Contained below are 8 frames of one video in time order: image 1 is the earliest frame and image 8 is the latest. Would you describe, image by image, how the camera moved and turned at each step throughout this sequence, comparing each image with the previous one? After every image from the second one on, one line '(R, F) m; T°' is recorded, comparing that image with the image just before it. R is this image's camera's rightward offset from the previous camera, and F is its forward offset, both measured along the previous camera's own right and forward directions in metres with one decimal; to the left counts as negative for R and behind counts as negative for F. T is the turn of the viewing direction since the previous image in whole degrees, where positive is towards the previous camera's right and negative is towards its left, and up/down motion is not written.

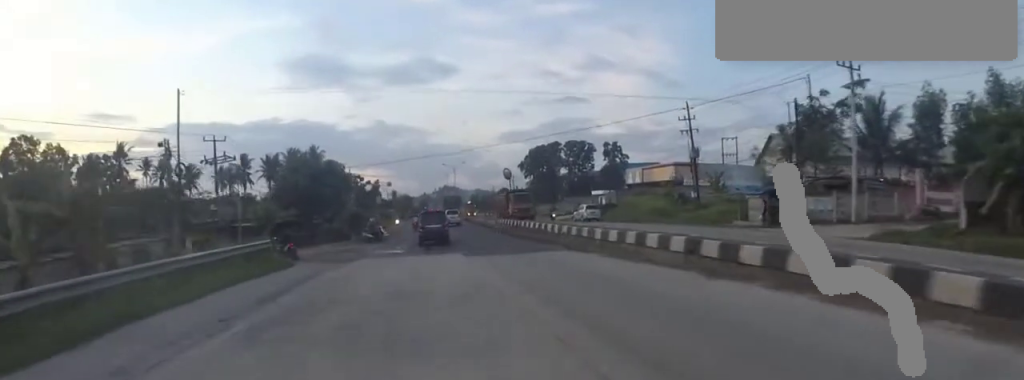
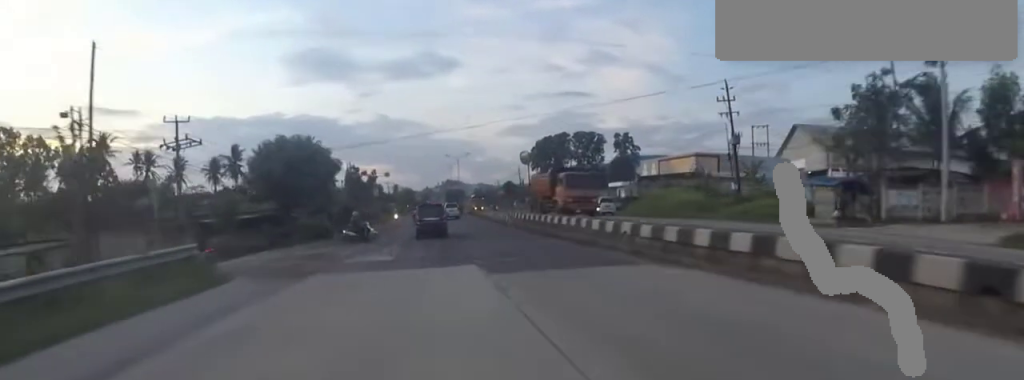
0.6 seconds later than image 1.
(0.0, +6.1) m; 0°
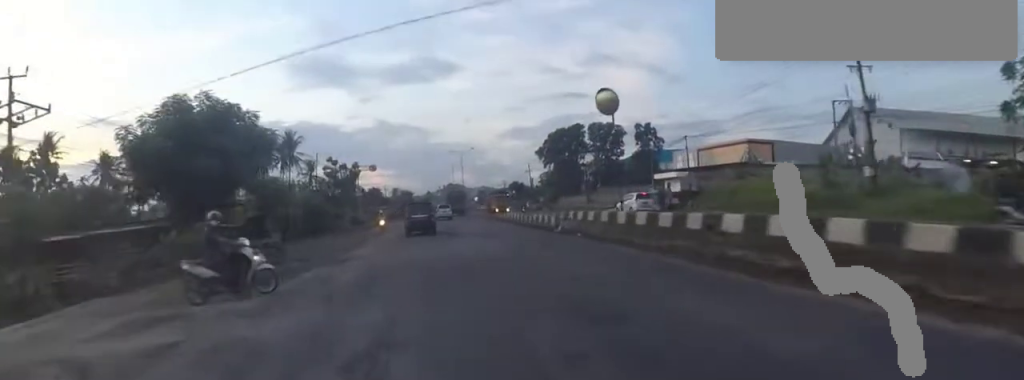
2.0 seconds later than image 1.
(0.0, +13.8) m; -1°
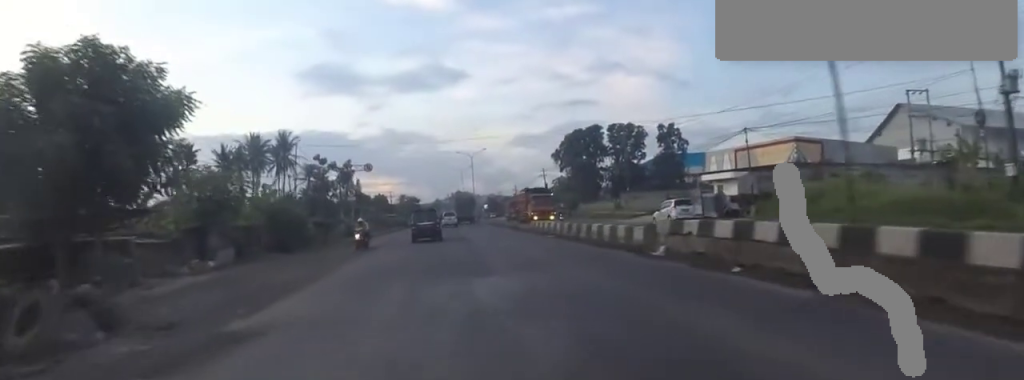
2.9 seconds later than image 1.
(-0.1, +8.1) m; -2°
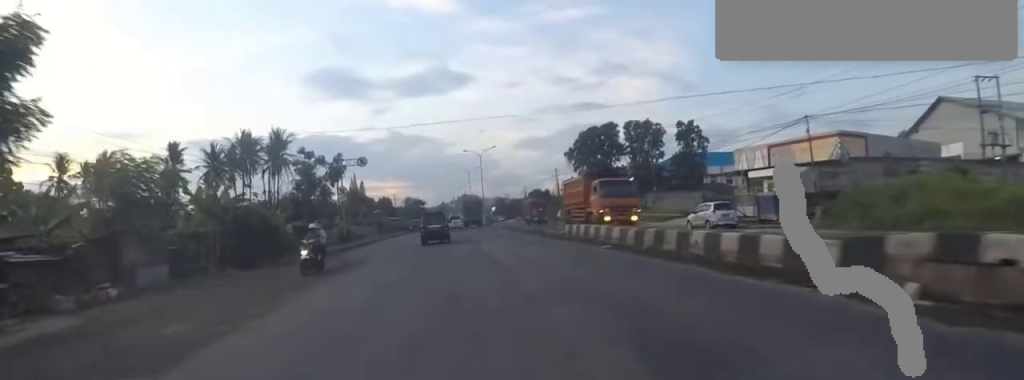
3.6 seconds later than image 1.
(-0.3, +6.0) m; 0°
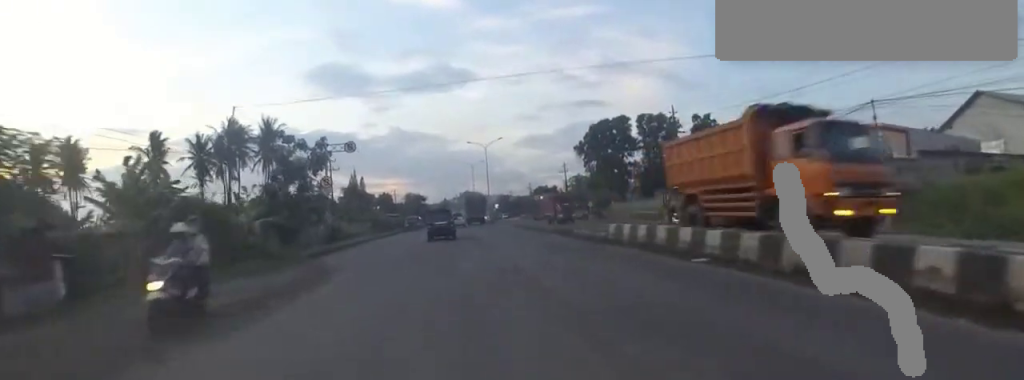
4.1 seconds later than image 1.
(+0.2, +5.3) m; +2°
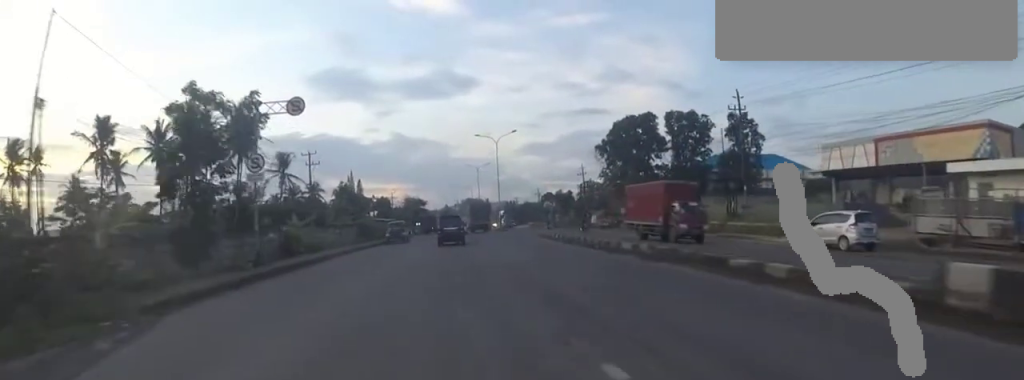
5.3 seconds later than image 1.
(+0.3, +11.3) m; +3°
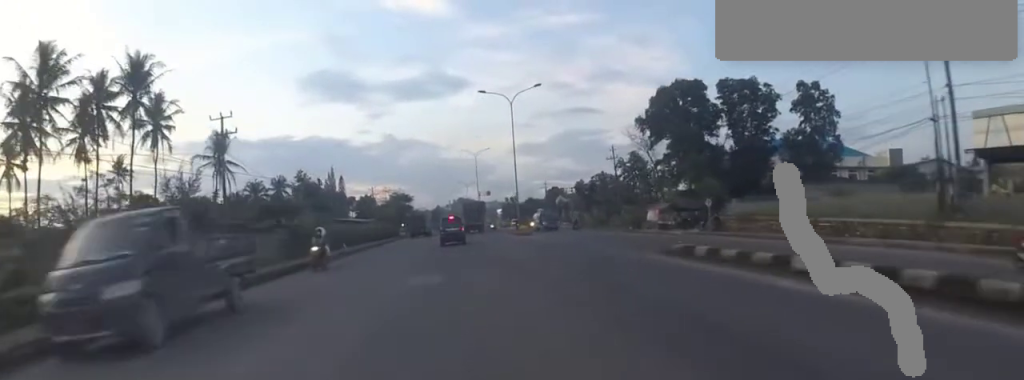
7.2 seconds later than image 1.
(+0.2, +20.4) m; +1°
